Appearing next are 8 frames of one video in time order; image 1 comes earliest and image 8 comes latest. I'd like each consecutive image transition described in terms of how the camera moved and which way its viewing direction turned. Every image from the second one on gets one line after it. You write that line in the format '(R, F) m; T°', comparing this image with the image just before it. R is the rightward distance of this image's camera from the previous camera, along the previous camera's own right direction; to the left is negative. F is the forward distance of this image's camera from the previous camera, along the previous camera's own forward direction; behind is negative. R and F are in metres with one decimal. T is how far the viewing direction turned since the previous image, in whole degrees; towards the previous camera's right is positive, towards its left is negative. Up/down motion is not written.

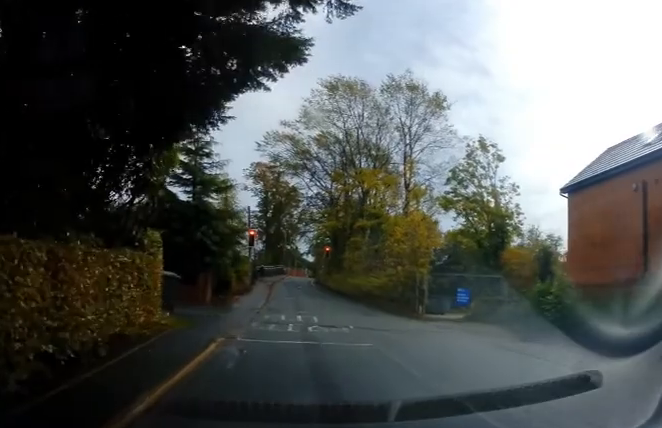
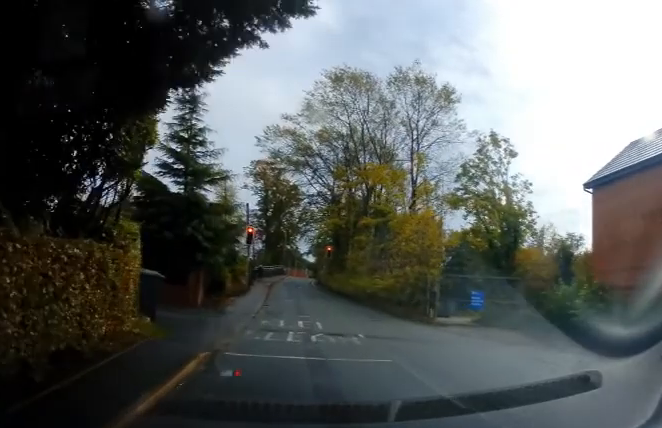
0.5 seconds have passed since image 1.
(+0.1, +1.5) m; +1°
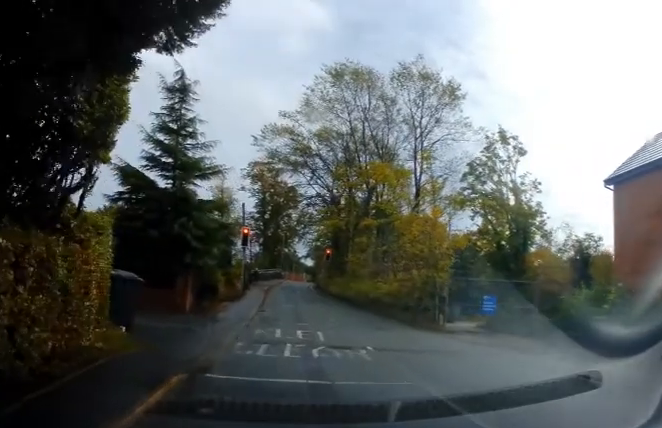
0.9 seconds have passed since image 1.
(+0.1, +1.4) m; 0°
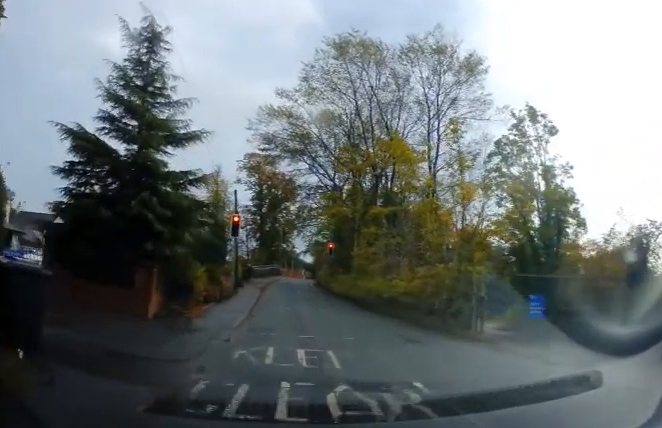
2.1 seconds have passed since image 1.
(-0.2, +3.6) m; 0°
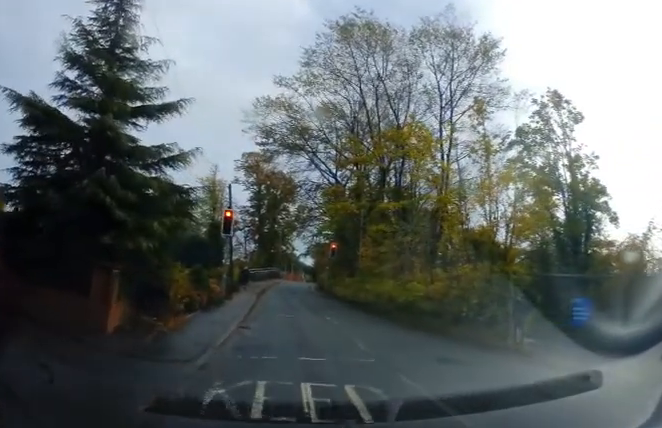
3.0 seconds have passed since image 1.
(+0.1, +2.7) m; 0°
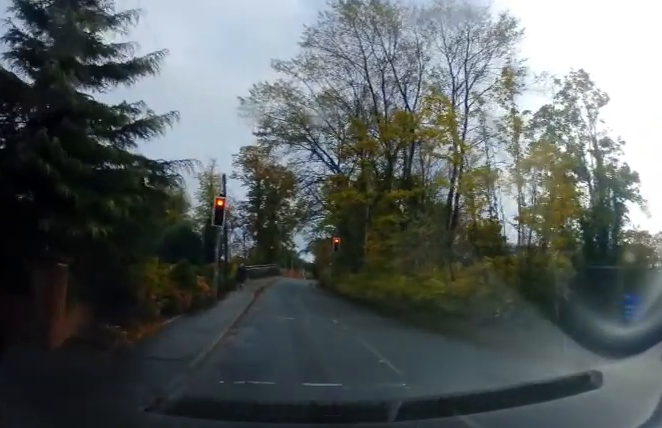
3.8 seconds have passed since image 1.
(-0.2, +2.2) m; 0°
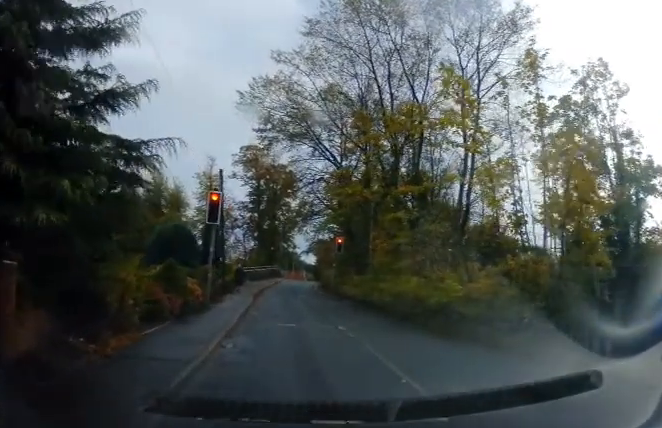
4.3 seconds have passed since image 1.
(0.0, +1.5) m; -2°
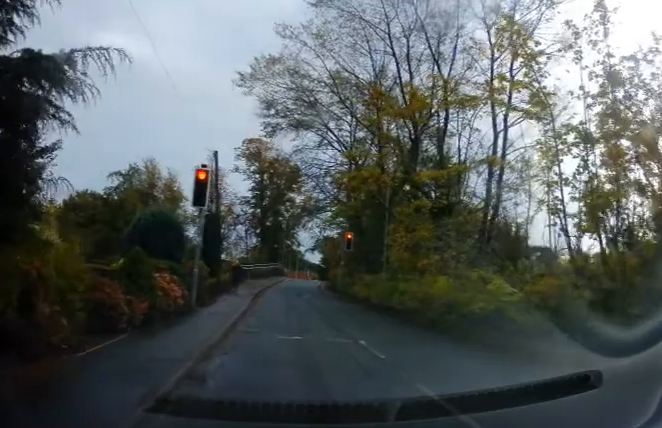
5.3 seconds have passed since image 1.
(0.0, +2.9) m; -3°
